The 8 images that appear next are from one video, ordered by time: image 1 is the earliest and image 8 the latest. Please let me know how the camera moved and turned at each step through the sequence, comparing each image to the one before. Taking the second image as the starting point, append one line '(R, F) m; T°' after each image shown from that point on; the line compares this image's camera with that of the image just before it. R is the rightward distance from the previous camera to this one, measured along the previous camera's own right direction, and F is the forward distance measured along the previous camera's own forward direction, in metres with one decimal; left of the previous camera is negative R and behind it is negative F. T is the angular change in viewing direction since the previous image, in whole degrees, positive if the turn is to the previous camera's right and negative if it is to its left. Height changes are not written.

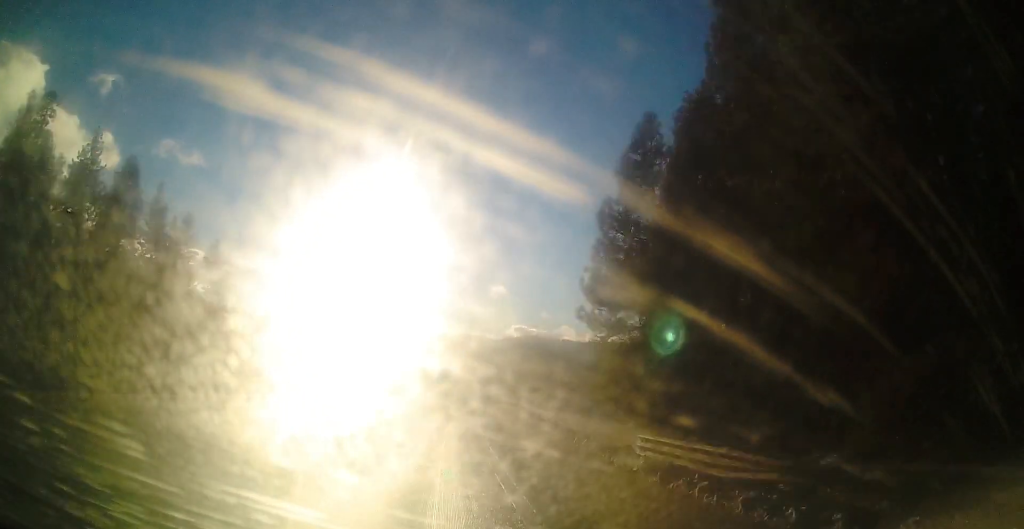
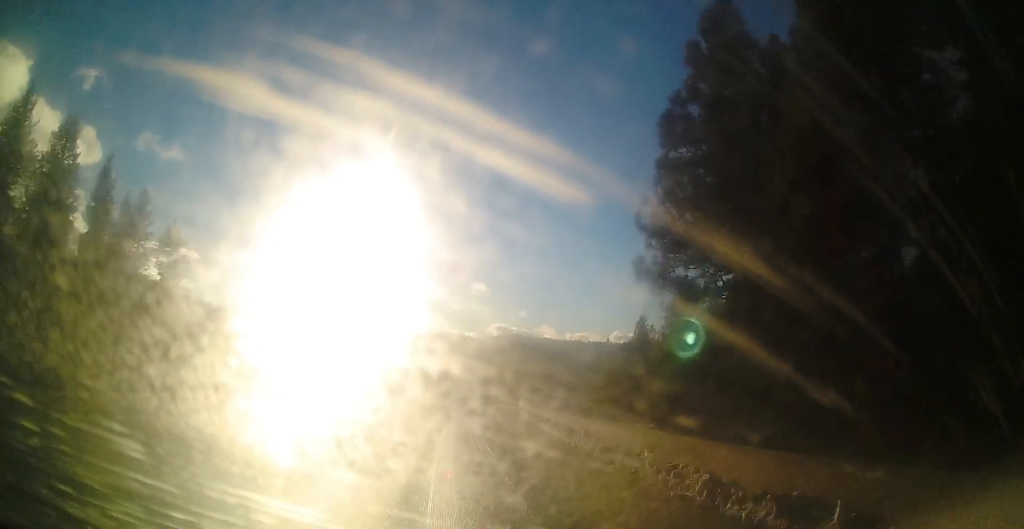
(+0.2, +12.8) m; +1°
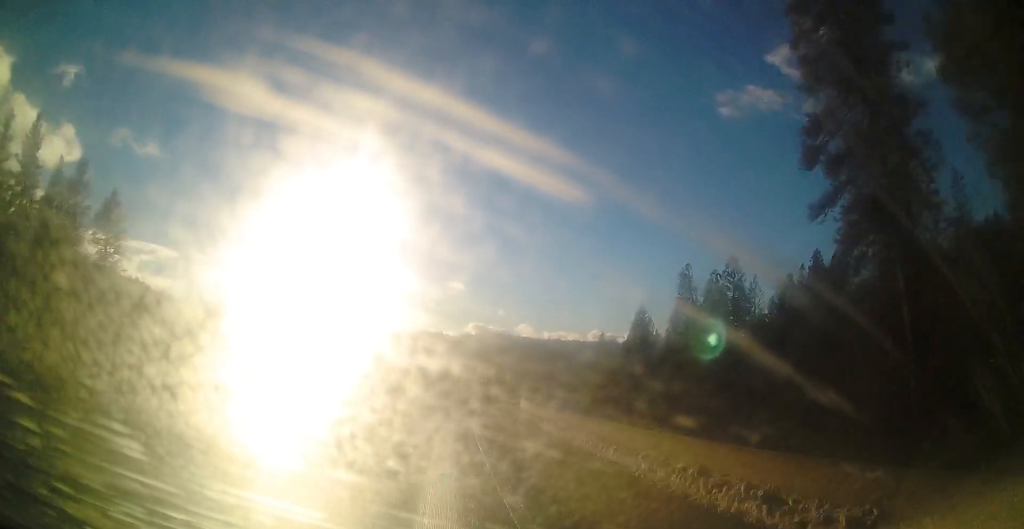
(+0.1, +16.5) m; +1°
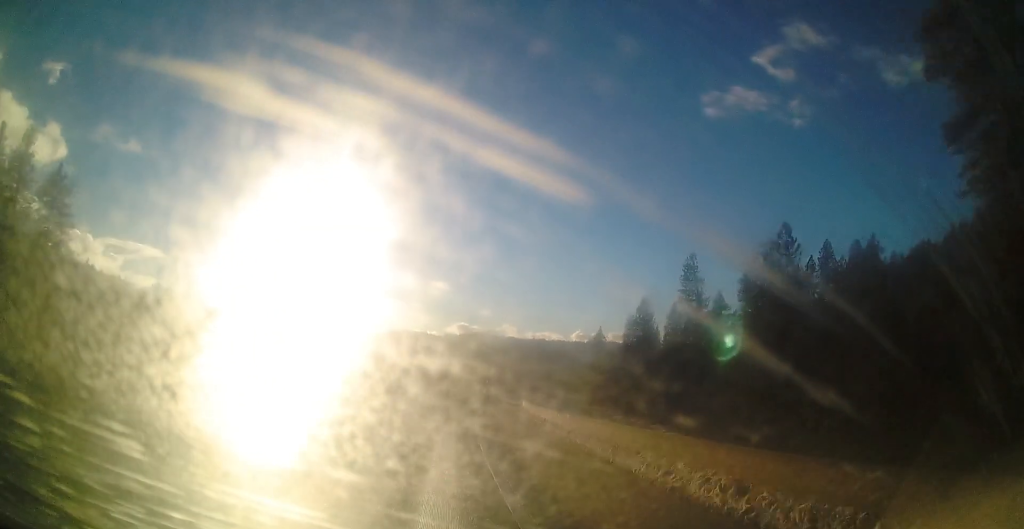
(-0.1, +12.7) m; +1°
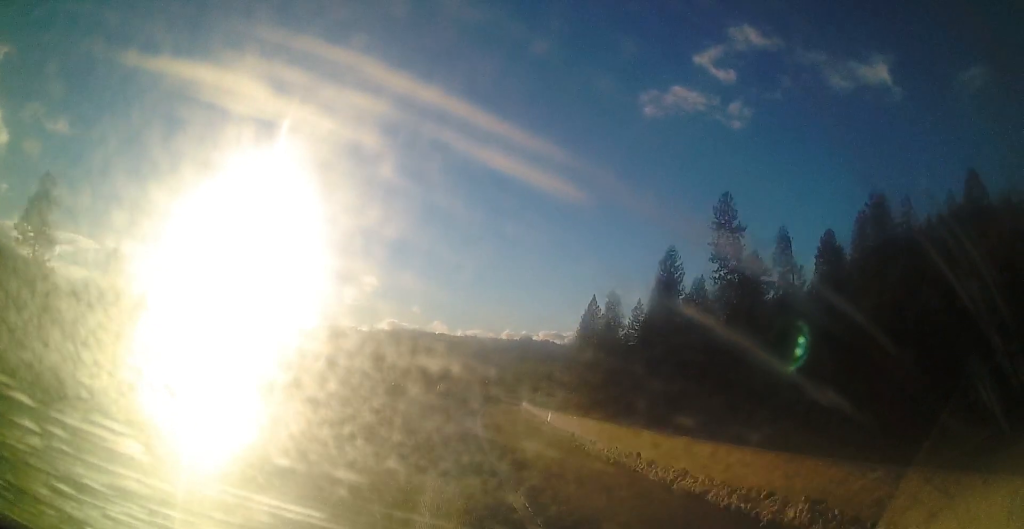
(+4.7, +47.7) m; +15°
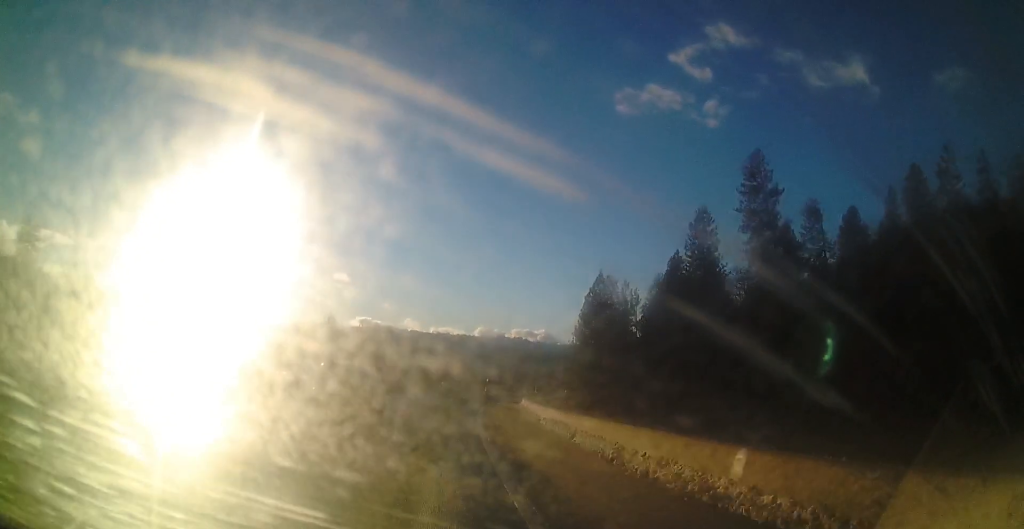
(+1.0, +19.2) m; +8°
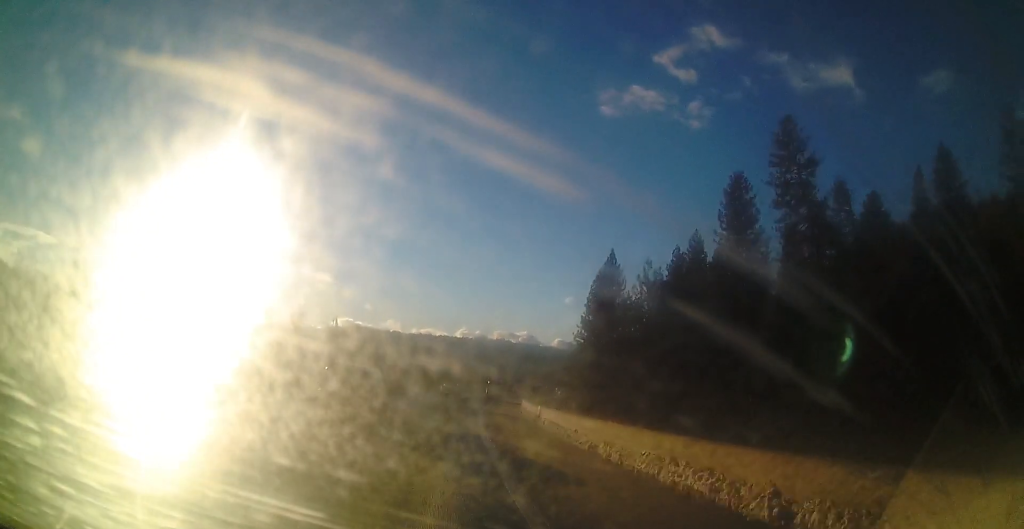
(+1.5, +12.9) m; +2°
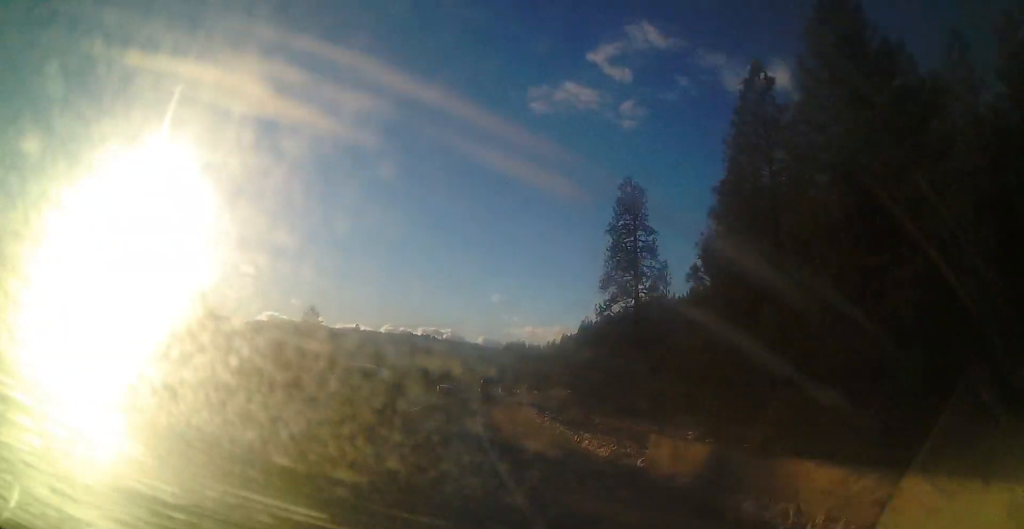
(0.0, +50.8) m; +1°
